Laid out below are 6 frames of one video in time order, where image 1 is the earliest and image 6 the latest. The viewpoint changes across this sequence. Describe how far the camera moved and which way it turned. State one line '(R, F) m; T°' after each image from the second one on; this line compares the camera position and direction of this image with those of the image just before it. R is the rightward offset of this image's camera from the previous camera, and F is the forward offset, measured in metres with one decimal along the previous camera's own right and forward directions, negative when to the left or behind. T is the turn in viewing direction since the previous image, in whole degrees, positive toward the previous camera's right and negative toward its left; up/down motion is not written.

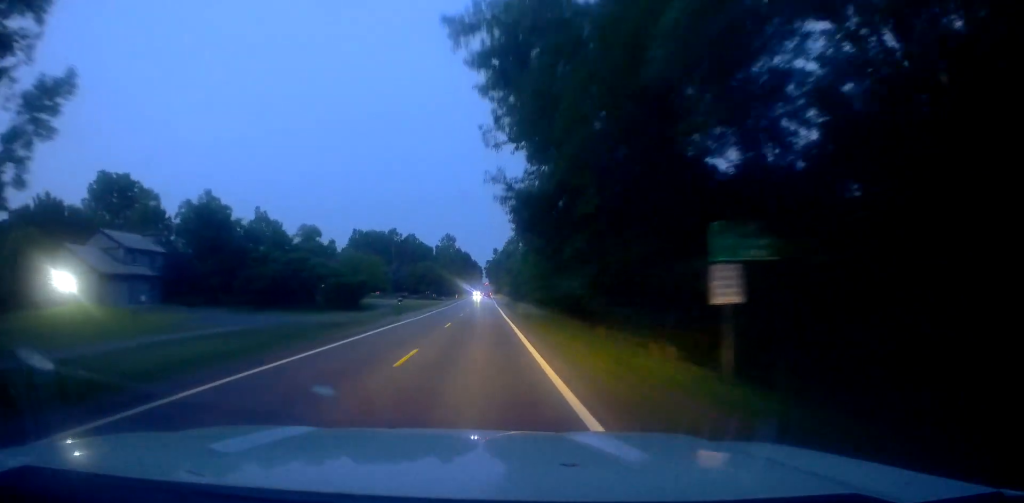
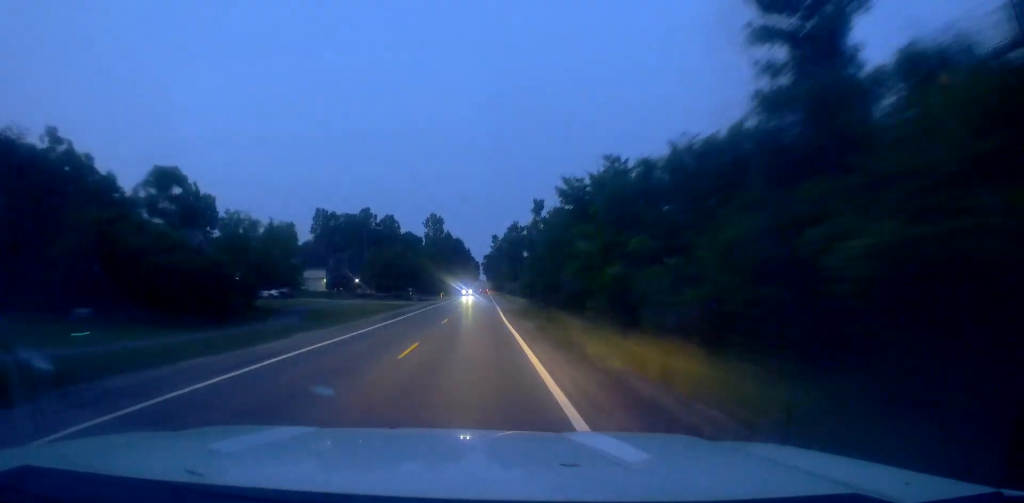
(+1.5, +43.4) m; +3°
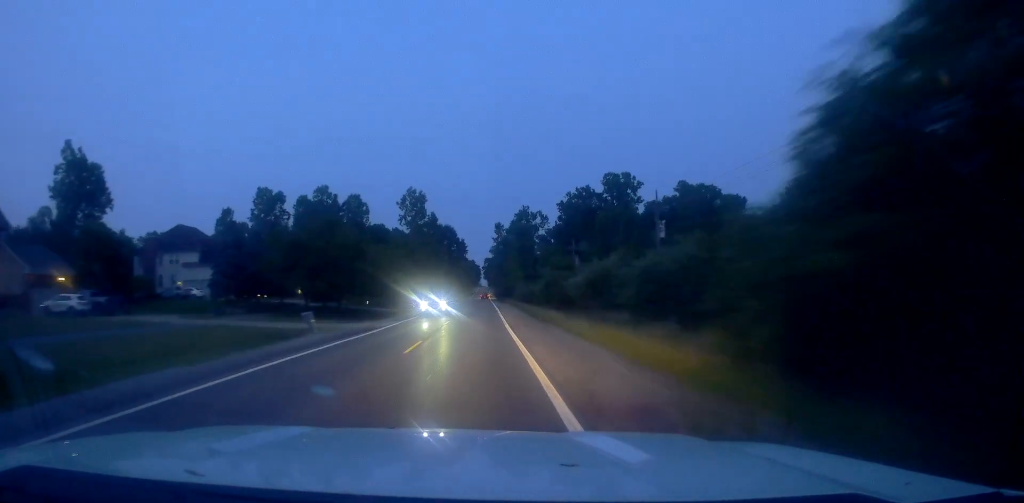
(-0.2, +43.7) m; -1°
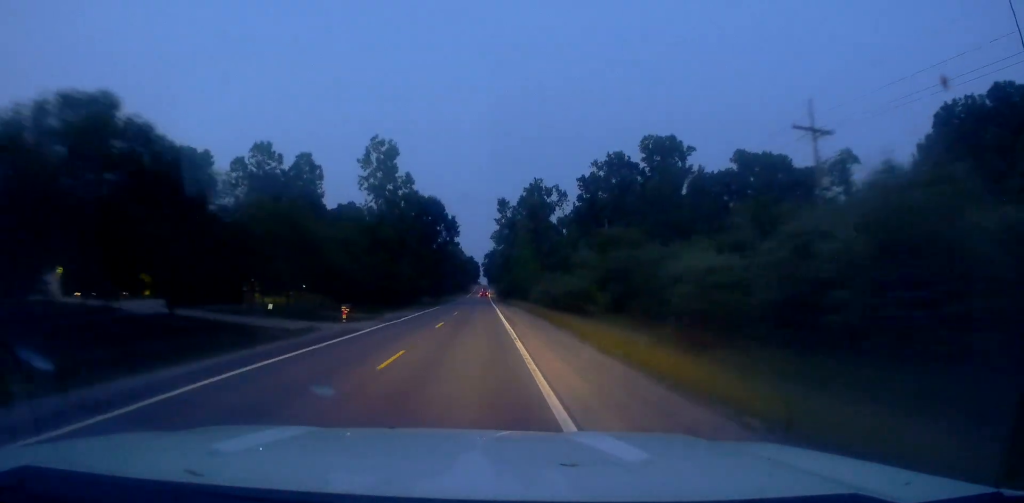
(0.0, +34.0) m; +1°
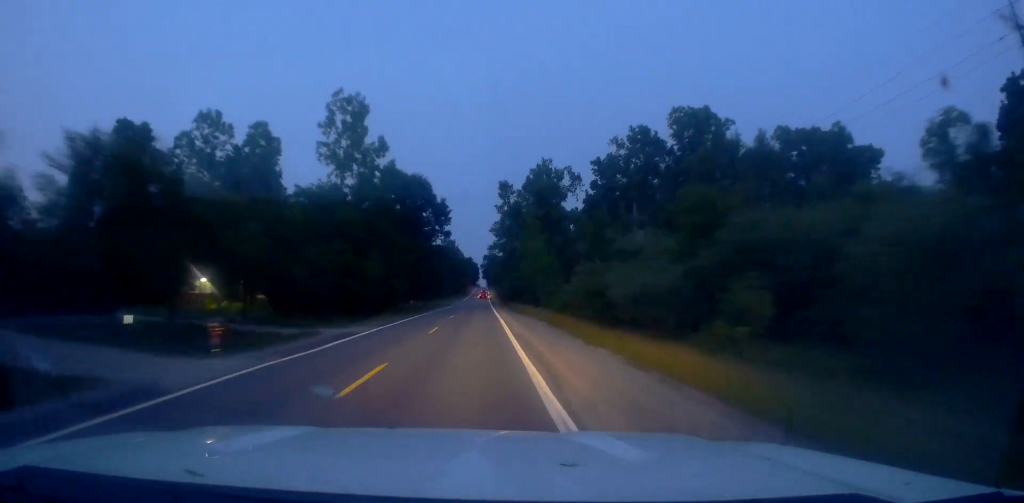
(-0.1, +17.8) m; -1°
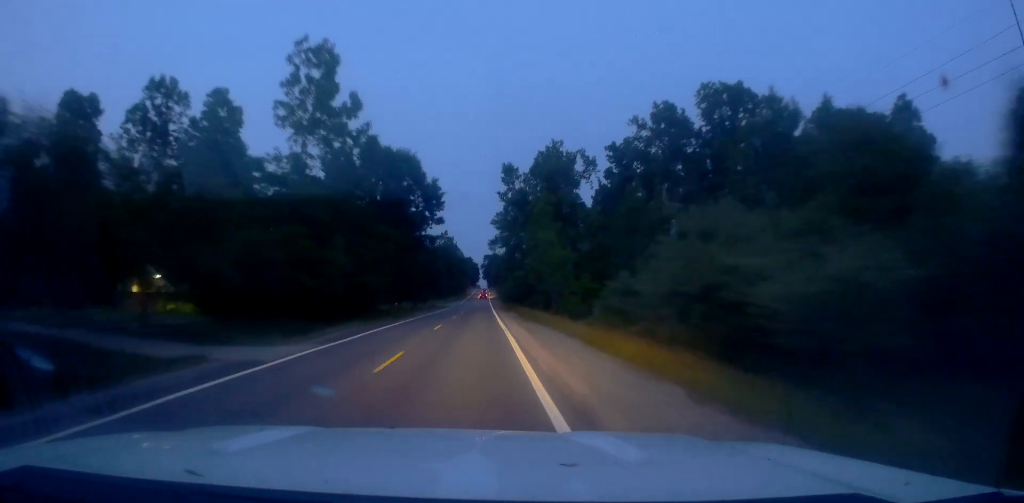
(-0.1, +12.2) m; -1°
